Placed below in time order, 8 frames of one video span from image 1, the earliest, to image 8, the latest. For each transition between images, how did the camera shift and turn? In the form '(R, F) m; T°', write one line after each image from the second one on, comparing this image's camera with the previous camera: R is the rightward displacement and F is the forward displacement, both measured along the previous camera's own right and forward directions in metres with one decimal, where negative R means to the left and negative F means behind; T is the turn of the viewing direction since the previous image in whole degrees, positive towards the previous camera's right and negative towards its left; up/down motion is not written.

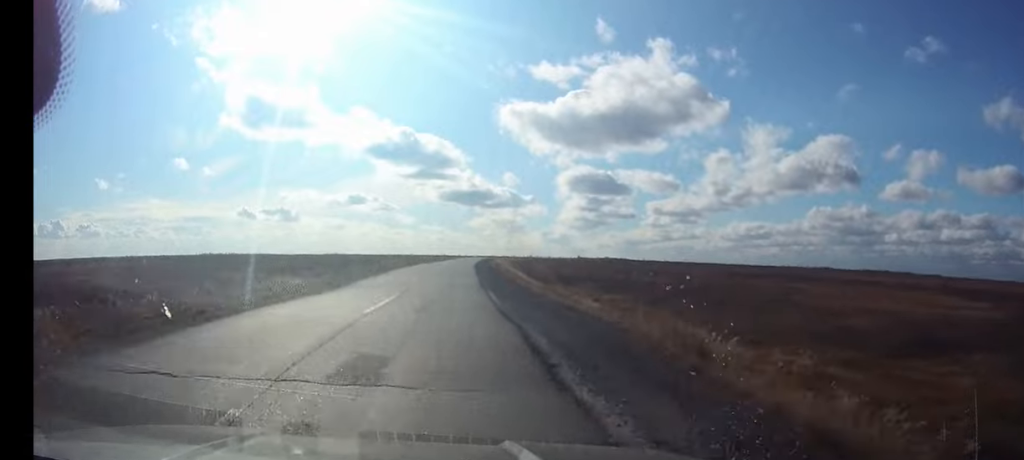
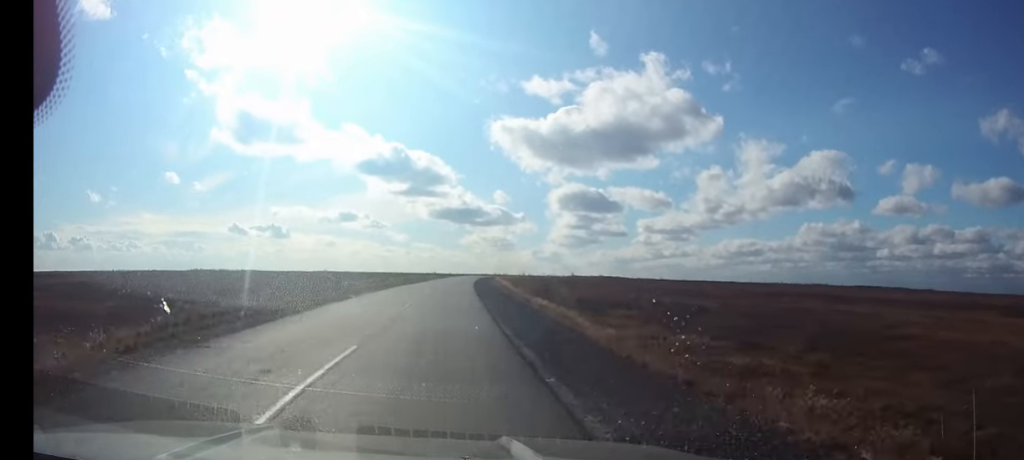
(+0.1, +20.8) m; +1°
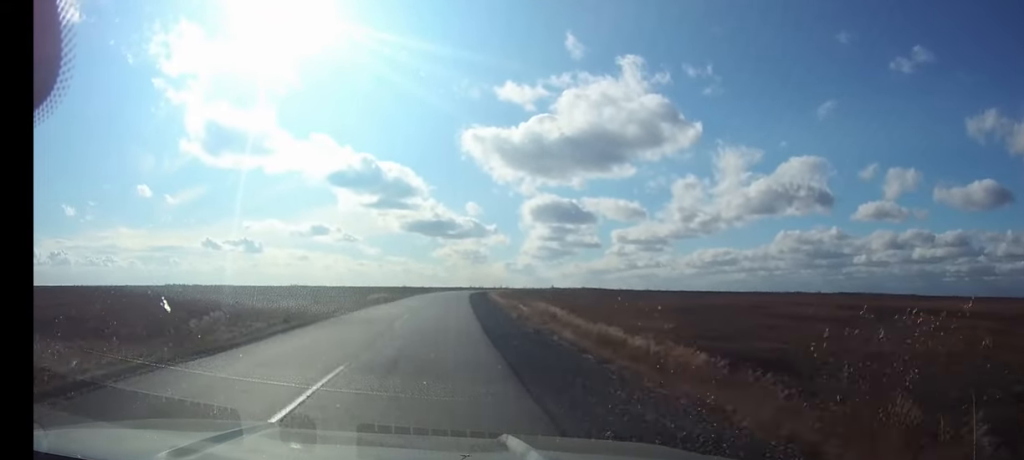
(+1.3, +58.4) m; +2°
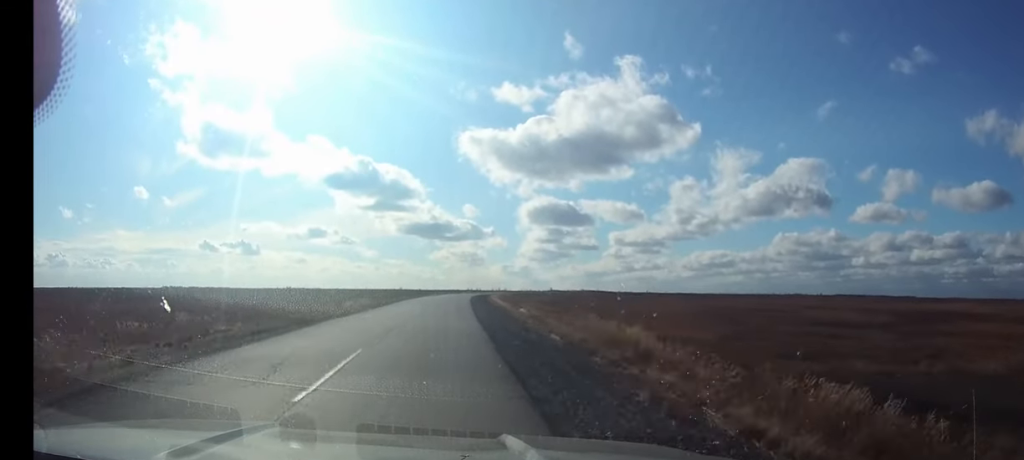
(0.0, +11.4) m; 0°
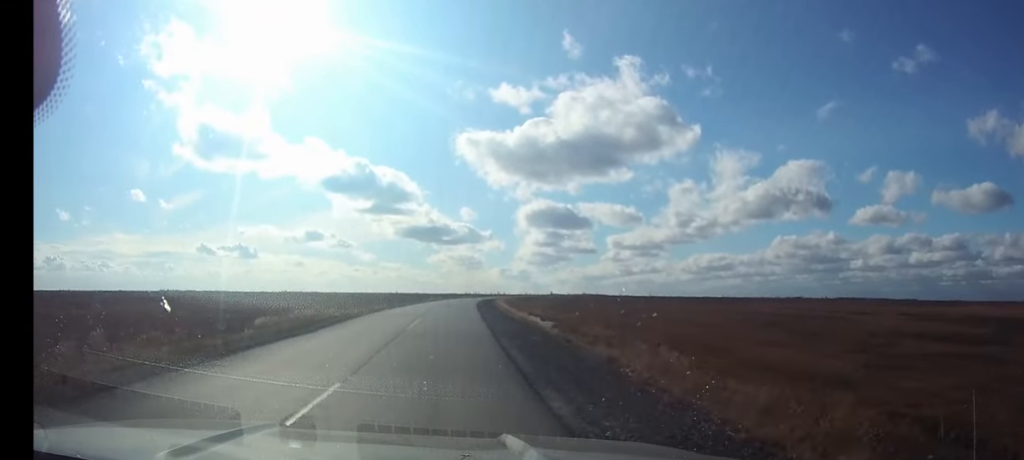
(+0.1, +21.5) m; +1°
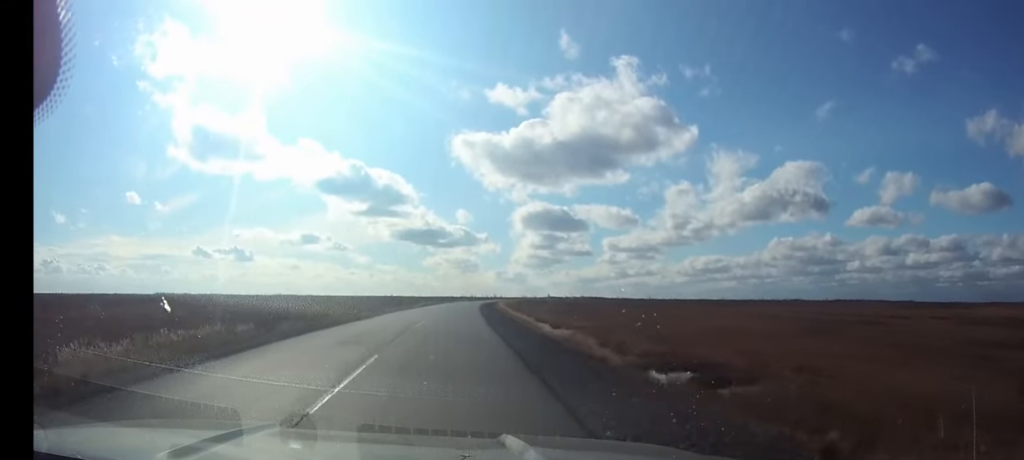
(0.0, +13.8) m; +1°
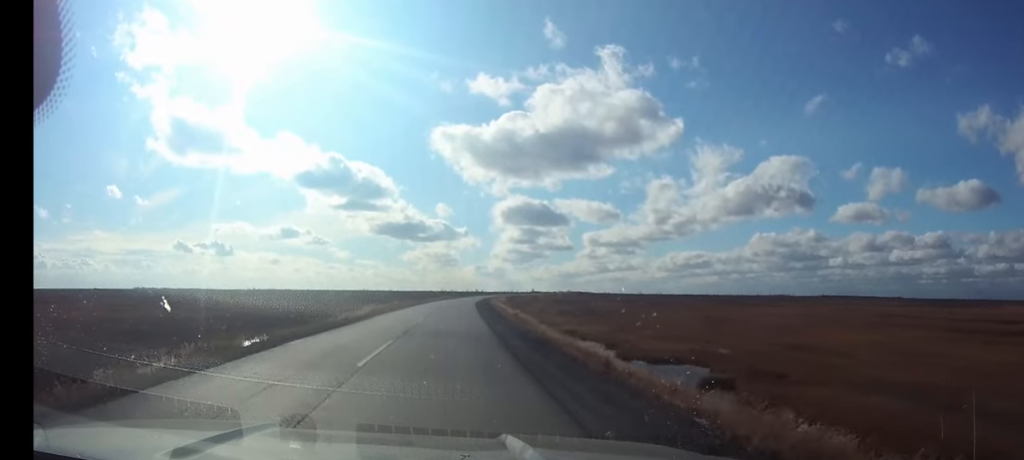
(+0.8, +42.8) m; +2°
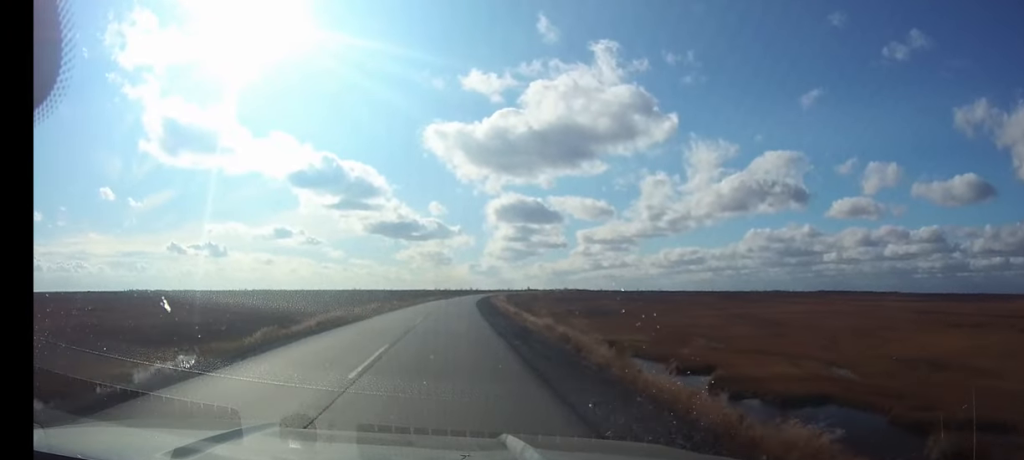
(+0.1, +17.7) m; +1°
